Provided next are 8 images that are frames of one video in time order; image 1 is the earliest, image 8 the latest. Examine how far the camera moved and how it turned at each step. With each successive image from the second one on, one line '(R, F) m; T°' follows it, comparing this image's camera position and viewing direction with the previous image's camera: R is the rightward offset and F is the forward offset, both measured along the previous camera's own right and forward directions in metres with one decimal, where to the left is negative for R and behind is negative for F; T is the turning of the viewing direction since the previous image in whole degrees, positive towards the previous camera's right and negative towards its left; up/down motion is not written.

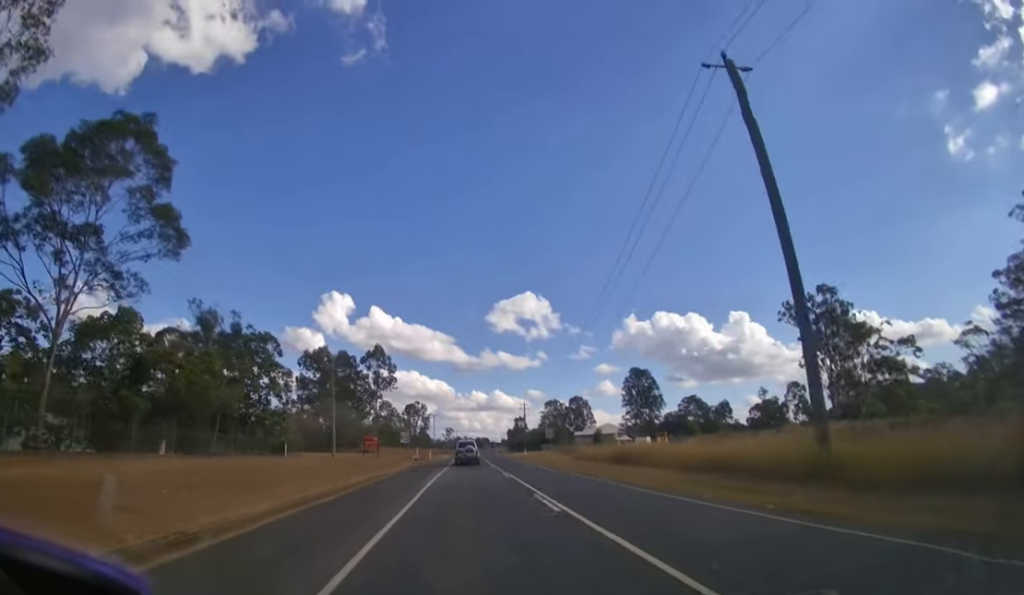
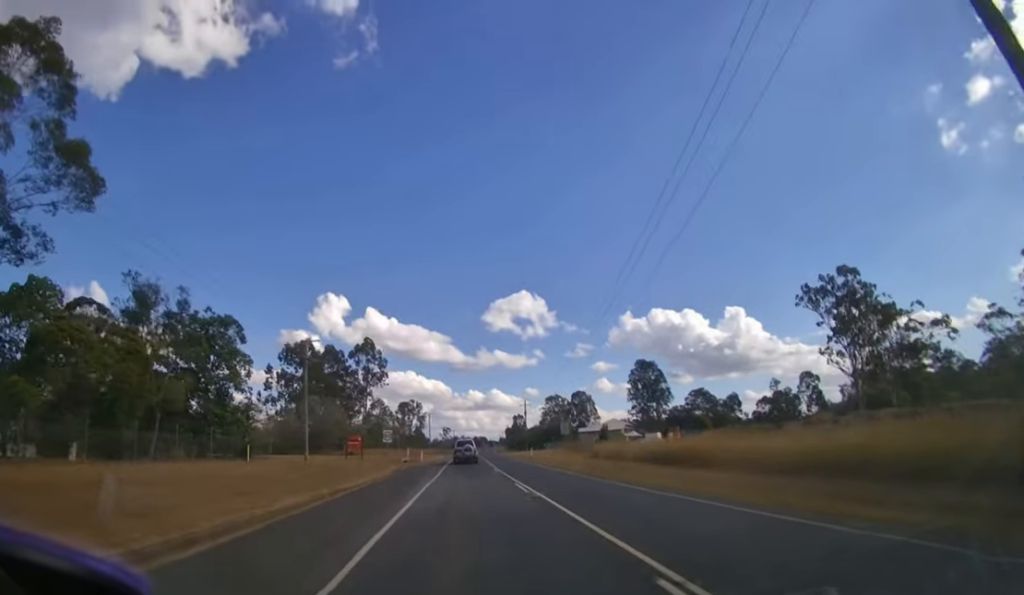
(+0.1, +8.4) m; 0°
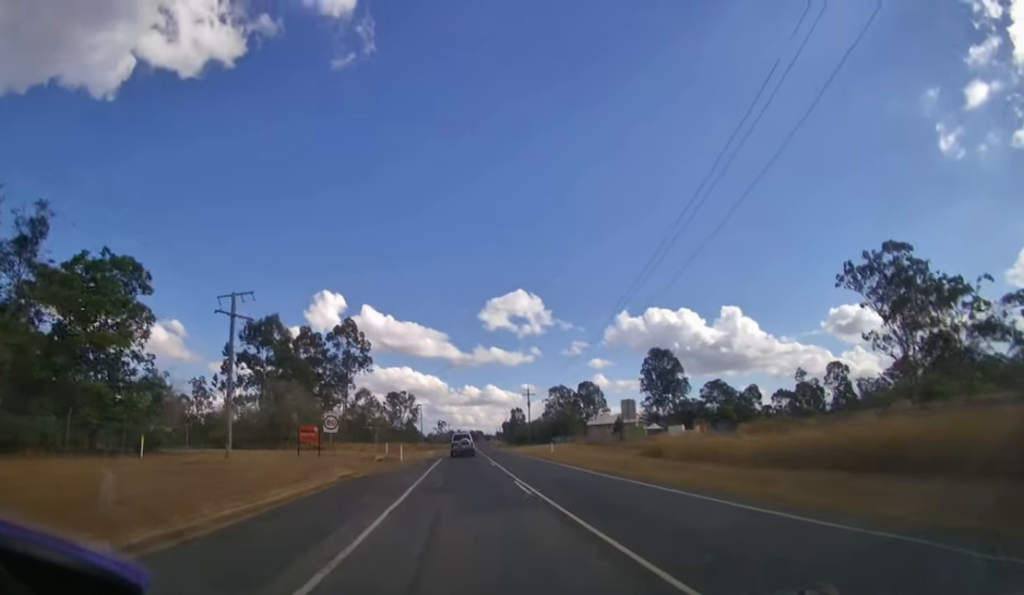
(0.0, +12.8) m; 0°
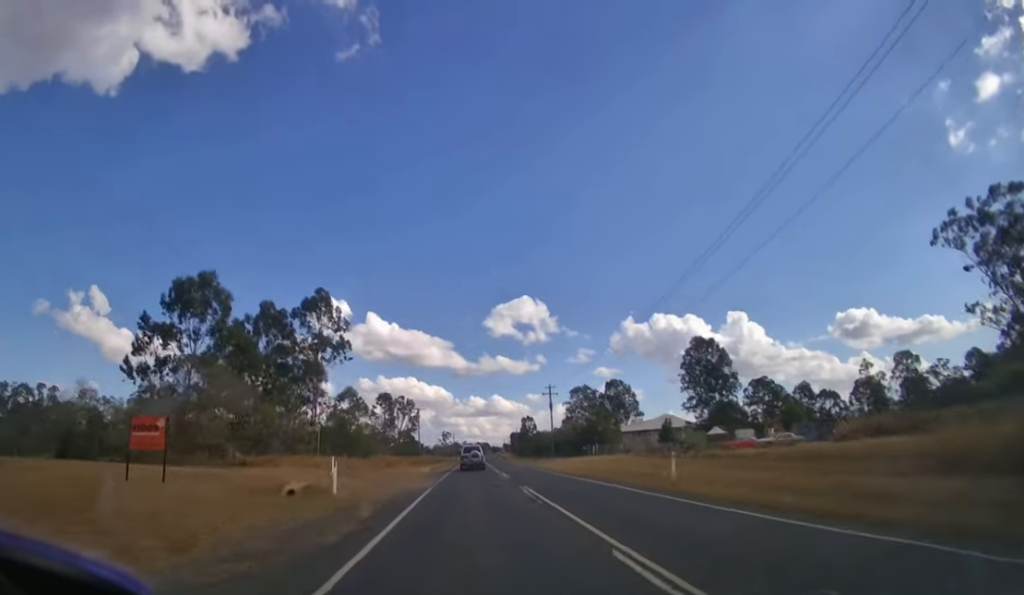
(0.0, +19.2) m; 0°
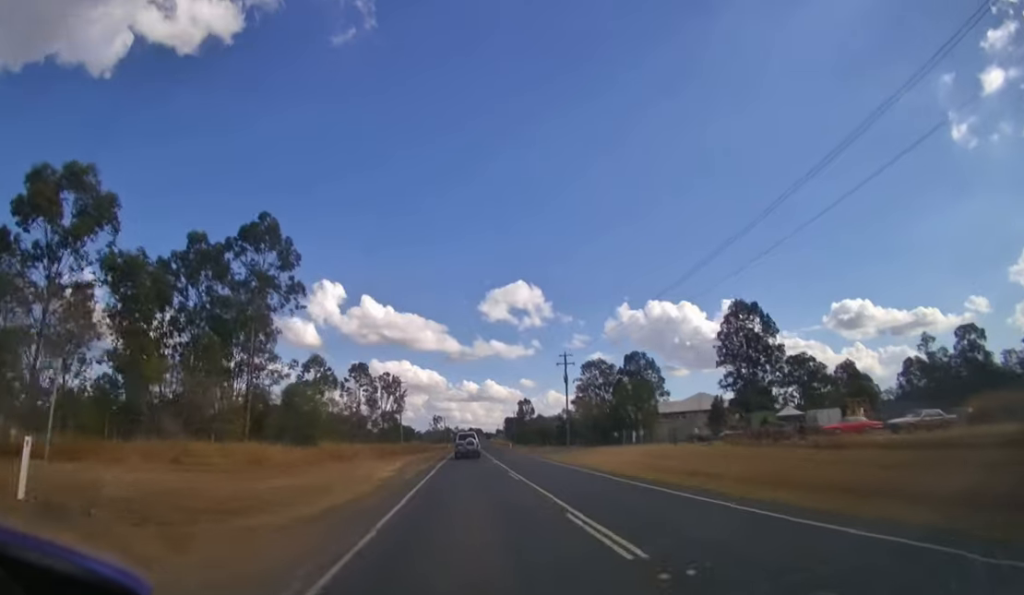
(0.0, +15.9) m; 0°
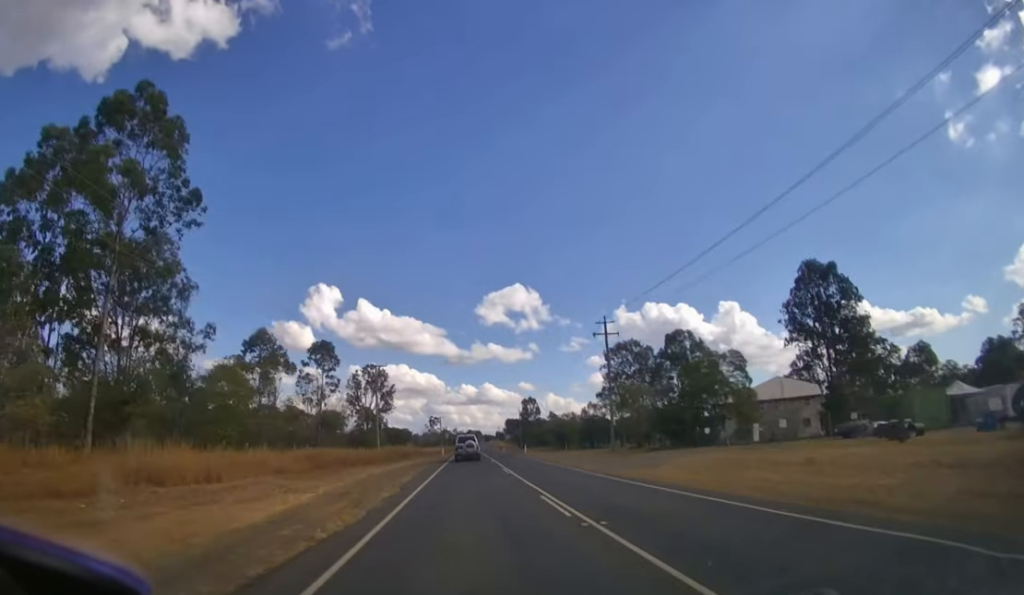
(+0.1, +17.6) m; +1°
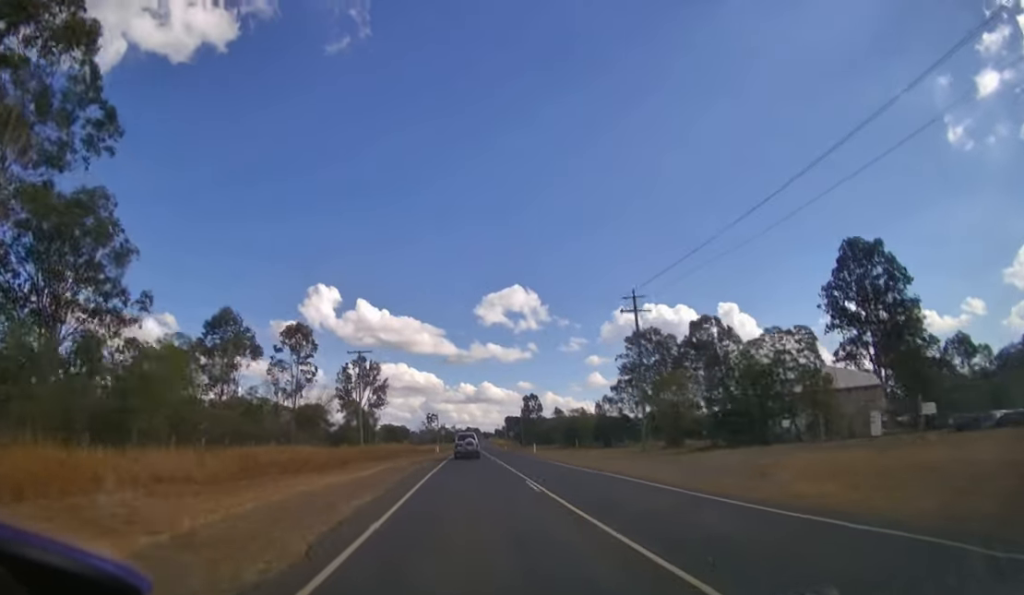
(0.0, +8.3) m; 0°
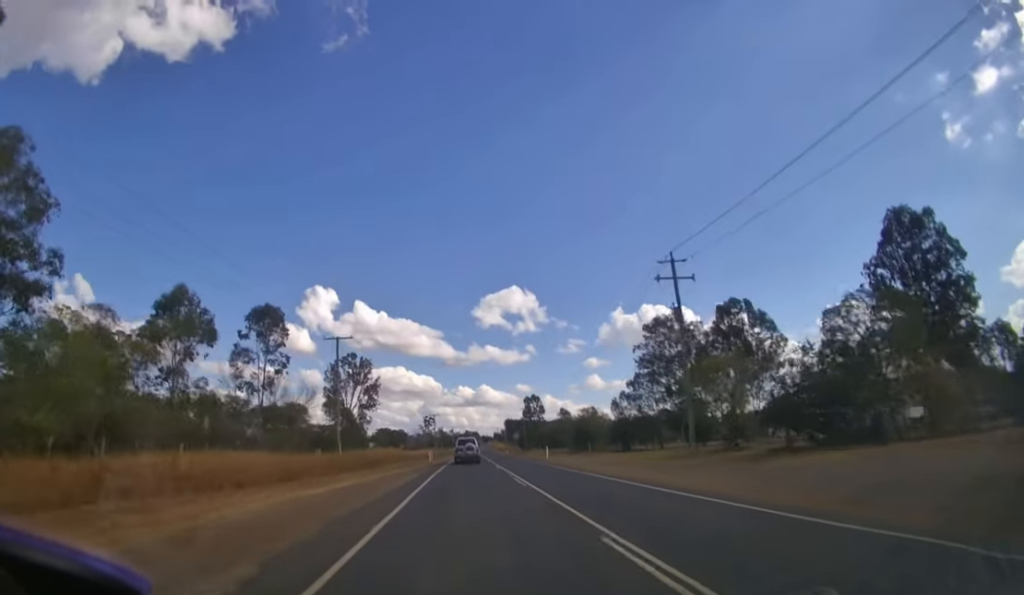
(0.0, +8.0) m; 0°
